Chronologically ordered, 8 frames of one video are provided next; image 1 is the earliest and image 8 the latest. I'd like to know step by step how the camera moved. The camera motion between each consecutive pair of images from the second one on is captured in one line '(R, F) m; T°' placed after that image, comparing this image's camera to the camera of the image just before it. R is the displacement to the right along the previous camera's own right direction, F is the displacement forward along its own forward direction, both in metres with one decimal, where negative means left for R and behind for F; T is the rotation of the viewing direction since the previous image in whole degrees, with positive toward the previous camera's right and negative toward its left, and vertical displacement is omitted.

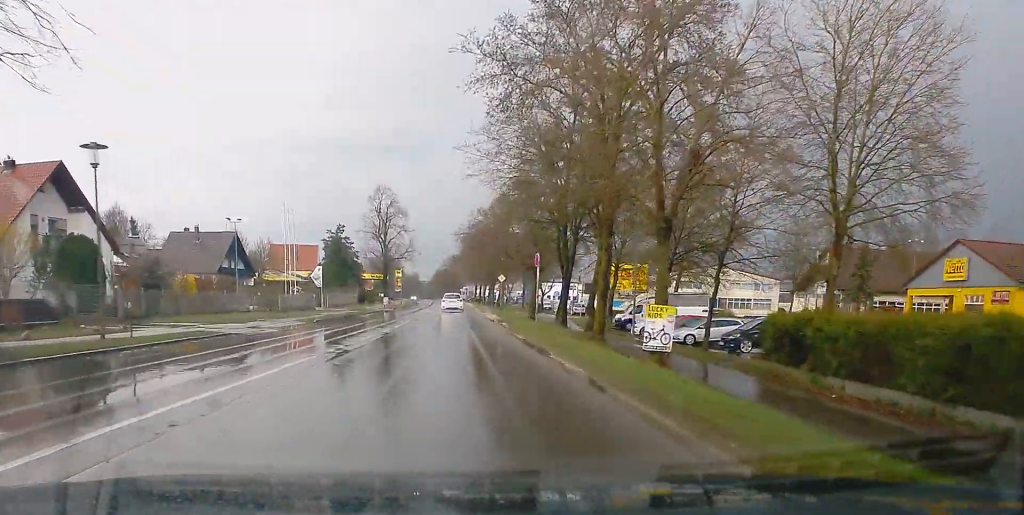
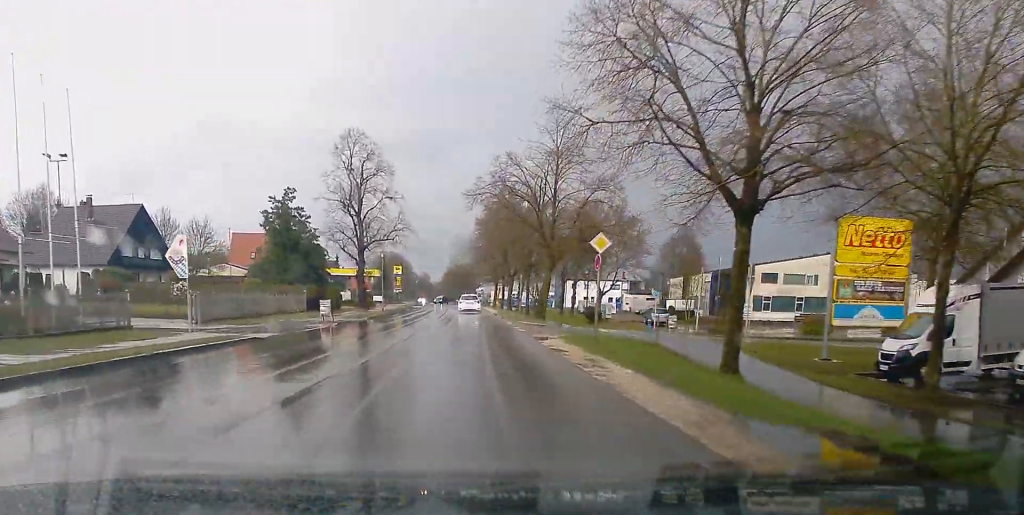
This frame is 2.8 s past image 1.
(-2.9, +36.2) m; -10°
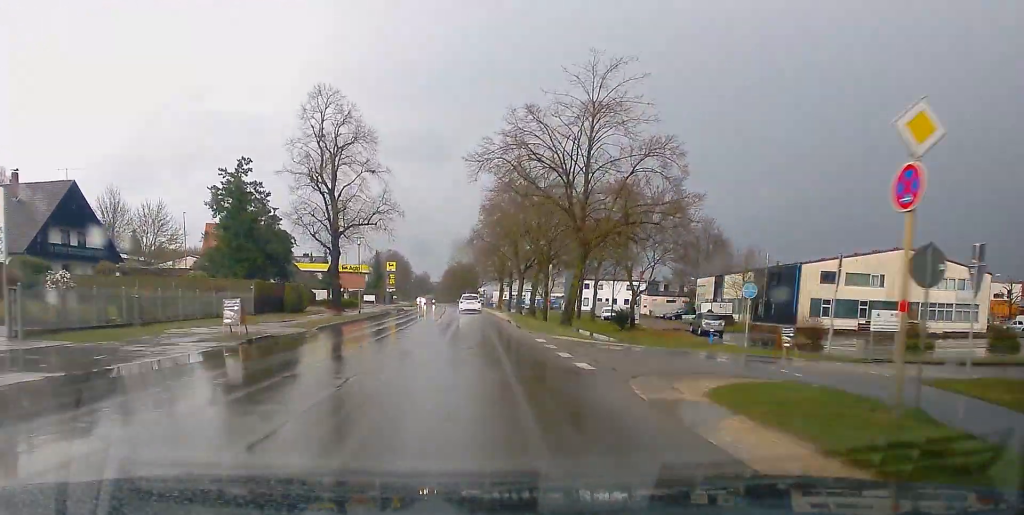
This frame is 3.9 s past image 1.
(-2.3, +15.2) m; -3°
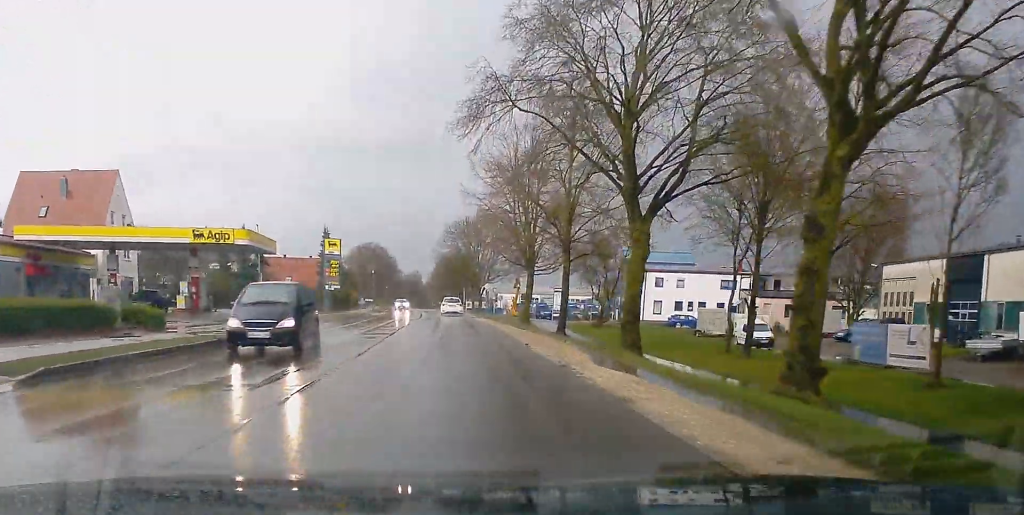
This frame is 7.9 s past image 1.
(+7.3, +56.8) m; +7°
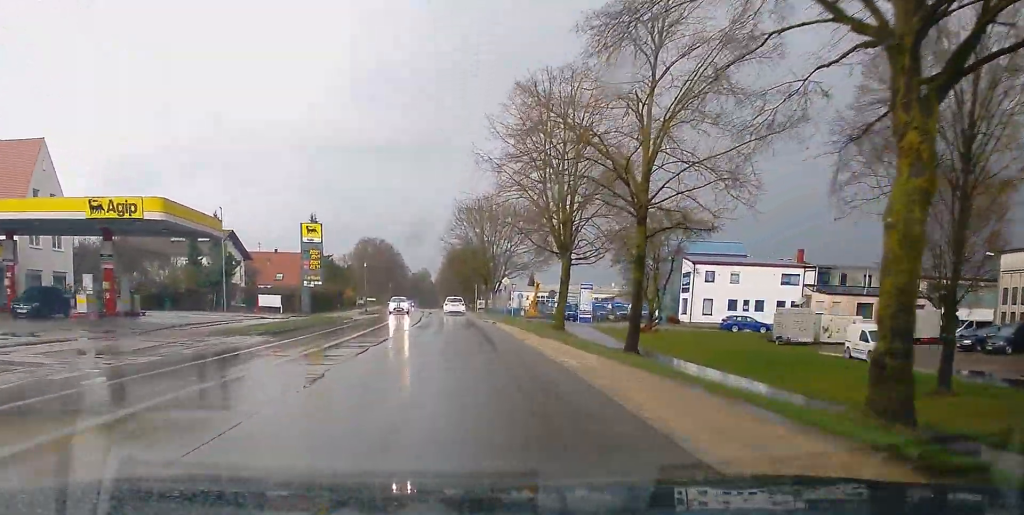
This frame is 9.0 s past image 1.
(-0.2, +15.5) m; -1°
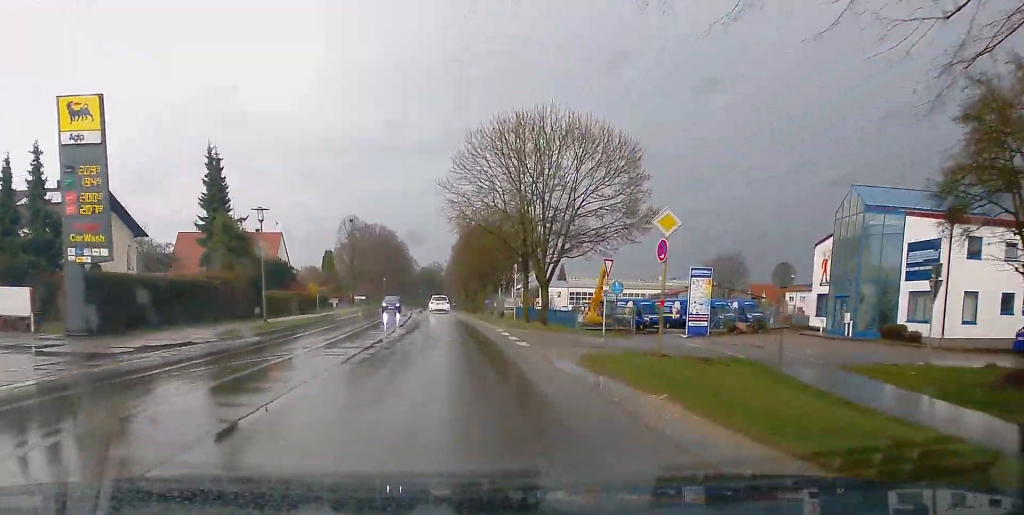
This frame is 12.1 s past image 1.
(-0.6, +41.3) m; -2°
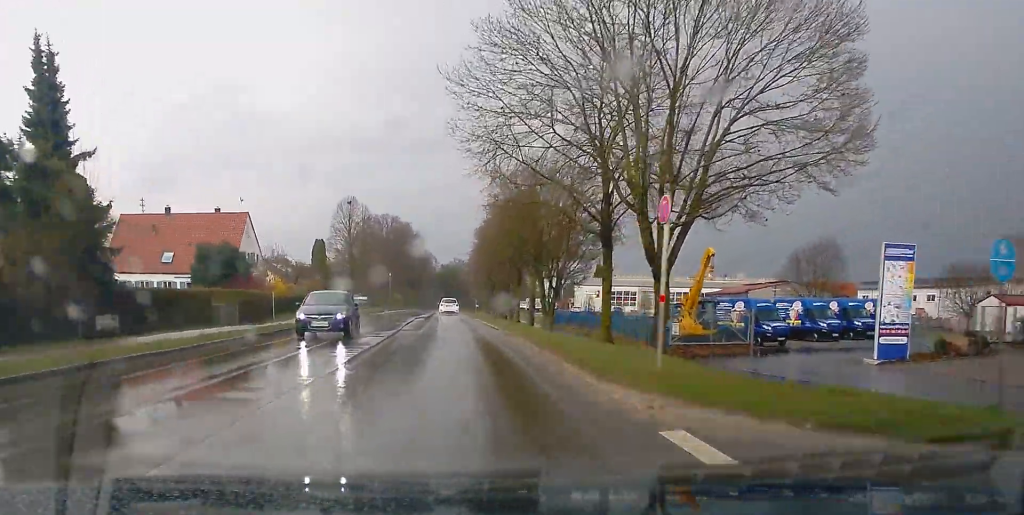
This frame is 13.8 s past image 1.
(-0.3, +24.0) m; -1°
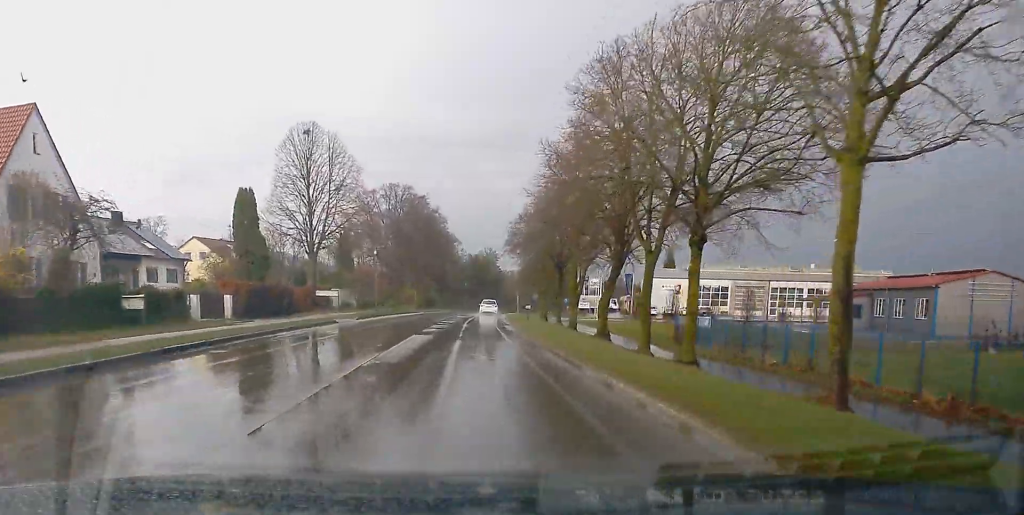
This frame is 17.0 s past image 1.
(-0.8, +42.4) m; -1°
